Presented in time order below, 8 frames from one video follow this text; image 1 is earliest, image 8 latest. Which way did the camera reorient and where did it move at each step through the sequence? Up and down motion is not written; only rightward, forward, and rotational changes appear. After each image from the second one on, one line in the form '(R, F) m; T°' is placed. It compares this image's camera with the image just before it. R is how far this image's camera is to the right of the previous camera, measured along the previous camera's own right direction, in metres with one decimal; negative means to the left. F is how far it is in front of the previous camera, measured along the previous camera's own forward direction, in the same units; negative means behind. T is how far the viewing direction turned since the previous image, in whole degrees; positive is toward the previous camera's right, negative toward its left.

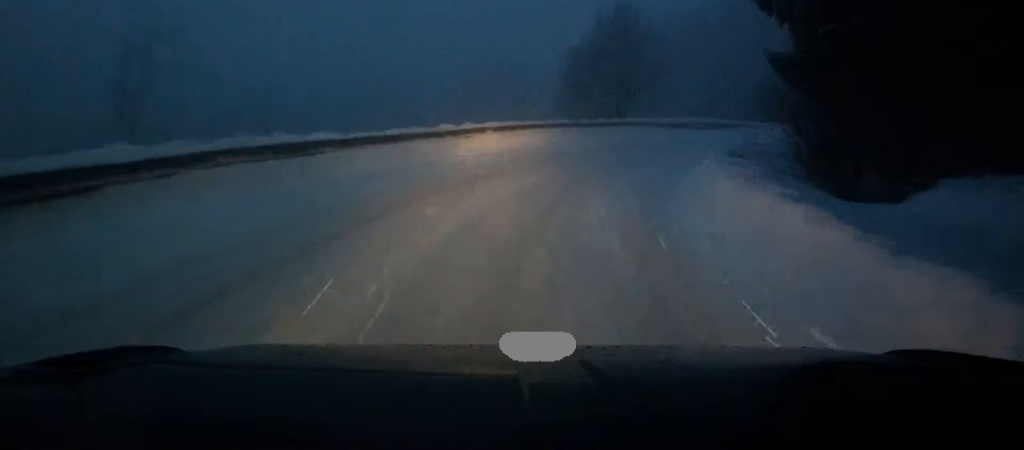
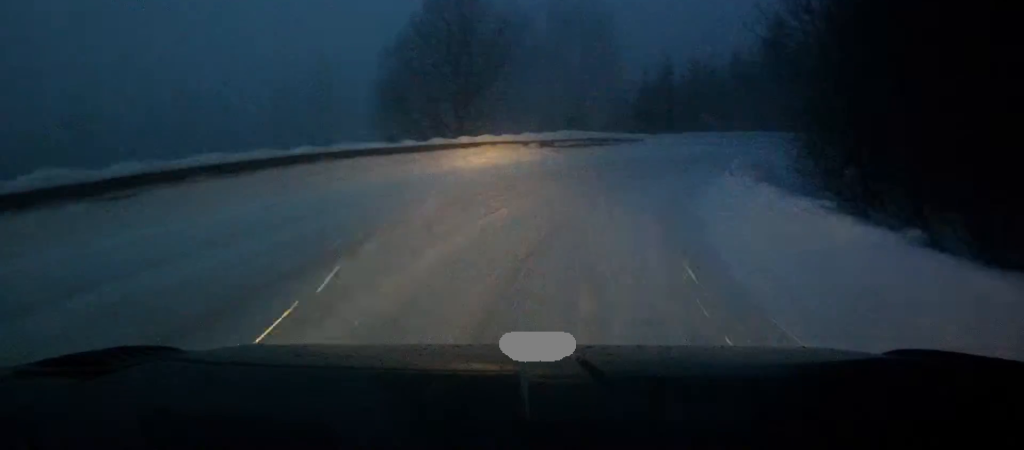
(+3.7, +19.9) m; +15°
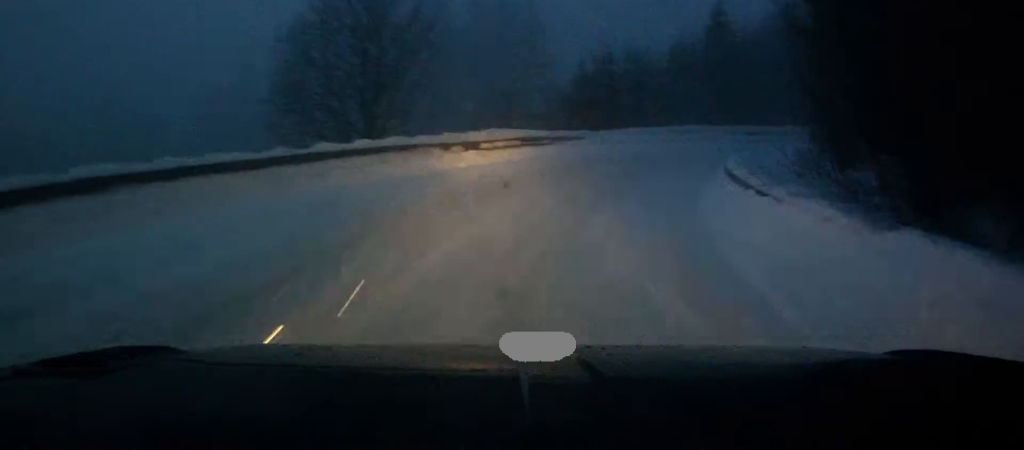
(+0.2, +7.4) m; +2°
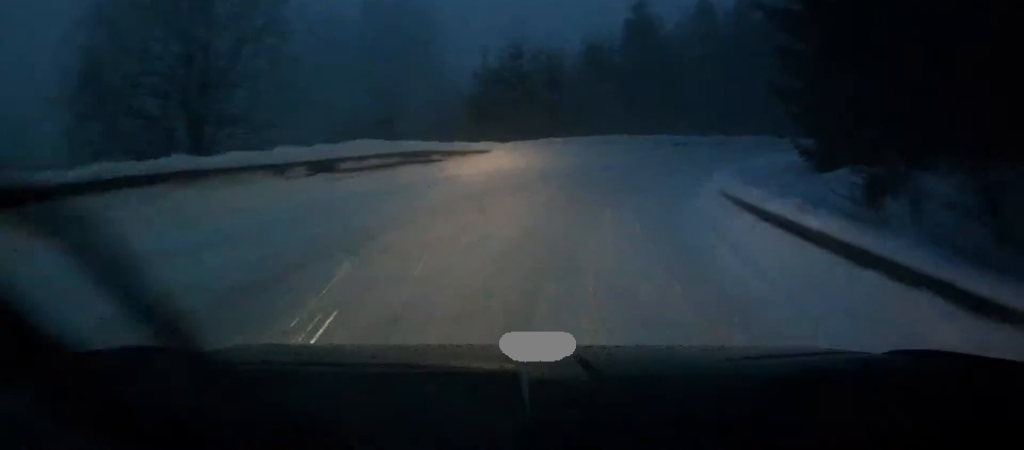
(+0.5, +9.8) m; -8°
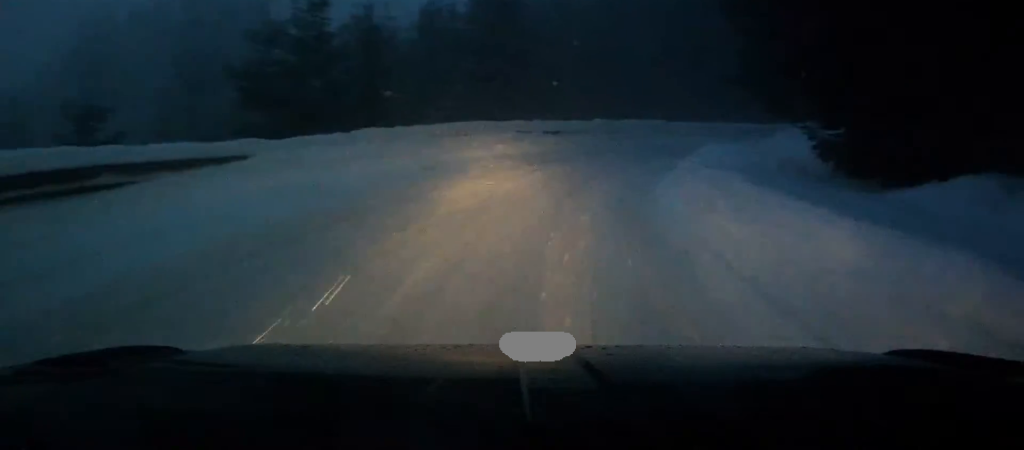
(-2.6, +13.1) m; -4°
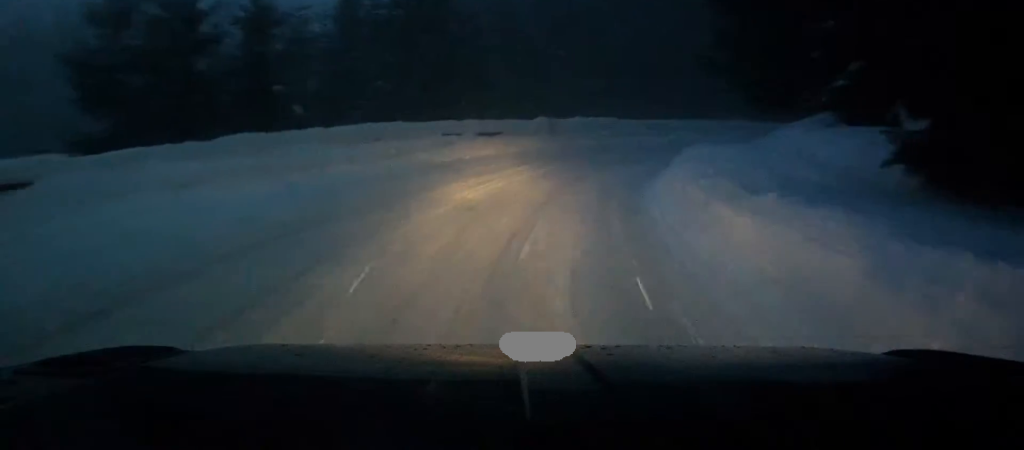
(+1.0, +5.7) m; +8°
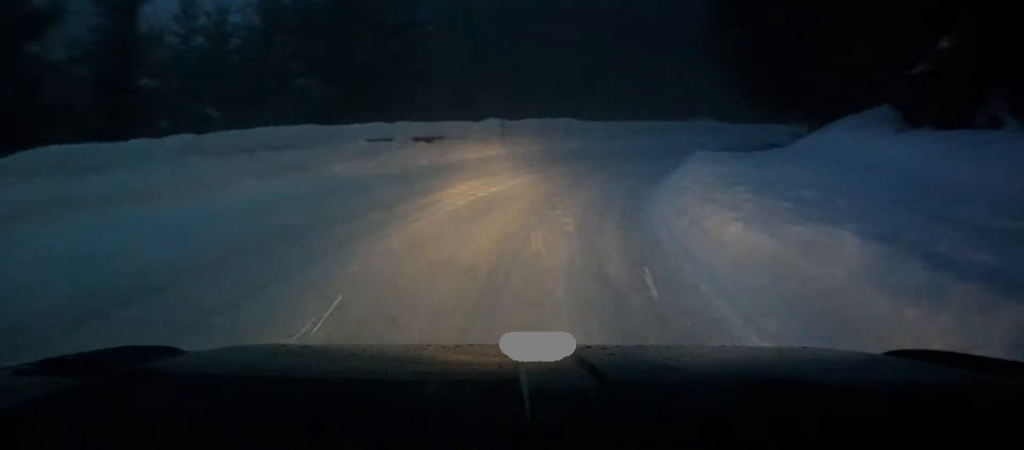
(+0.3, +5.4) m; +8°
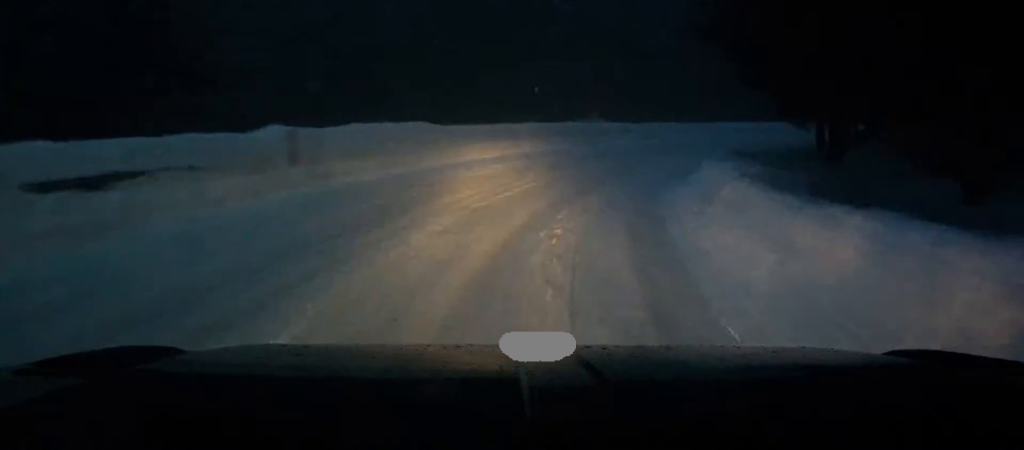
(+1.0, +13.3) m; -1°
